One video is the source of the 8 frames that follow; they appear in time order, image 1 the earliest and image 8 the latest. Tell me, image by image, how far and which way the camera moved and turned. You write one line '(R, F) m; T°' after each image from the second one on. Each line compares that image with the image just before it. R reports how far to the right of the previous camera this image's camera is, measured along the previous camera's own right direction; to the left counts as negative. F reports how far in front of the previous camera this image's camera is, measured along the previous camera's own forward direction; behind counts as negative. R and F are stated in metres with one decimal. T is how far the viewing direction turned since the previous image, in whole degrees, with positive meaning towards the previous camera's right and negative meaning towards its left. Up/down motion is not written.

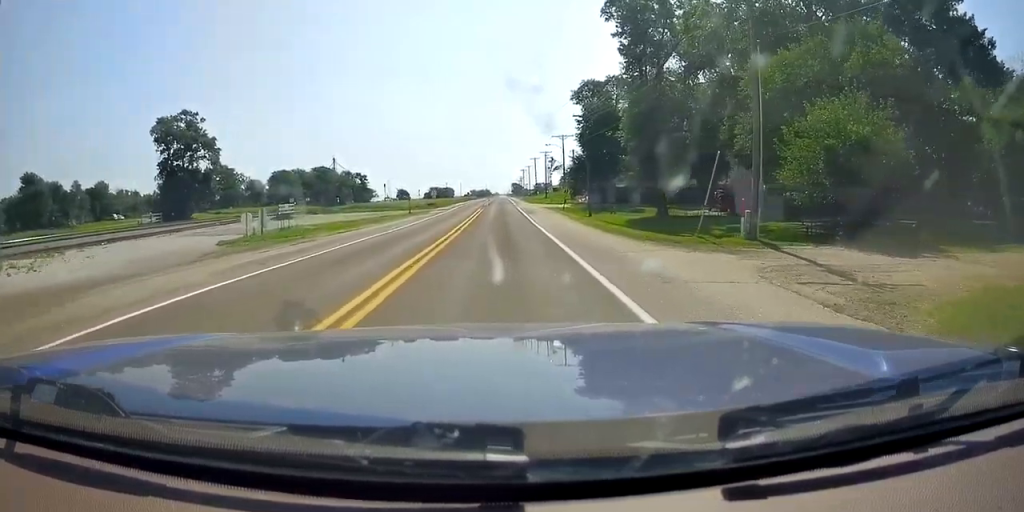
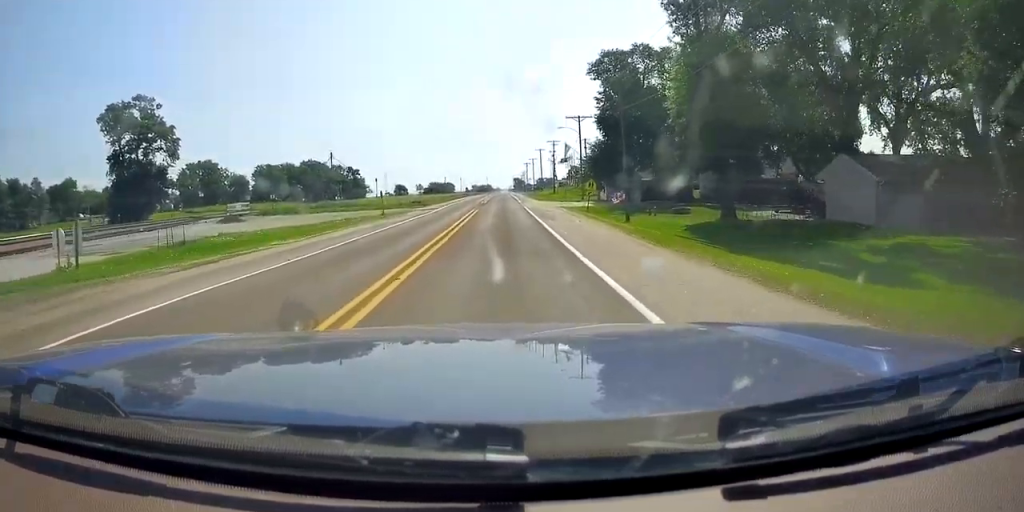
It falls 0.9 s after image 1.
(-0.4, +15.8) m; 0°
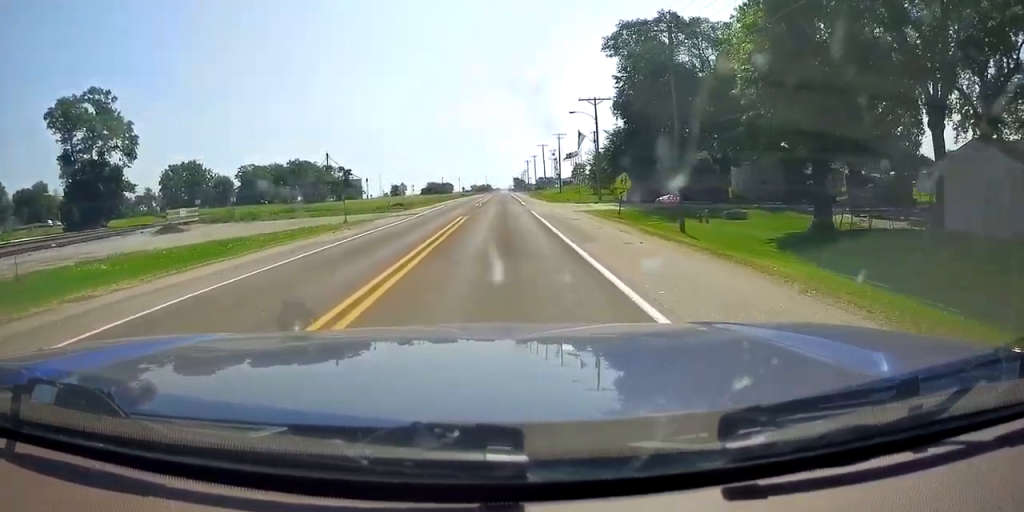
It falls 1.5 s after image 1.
(+0.3, +12.2) m; +1°
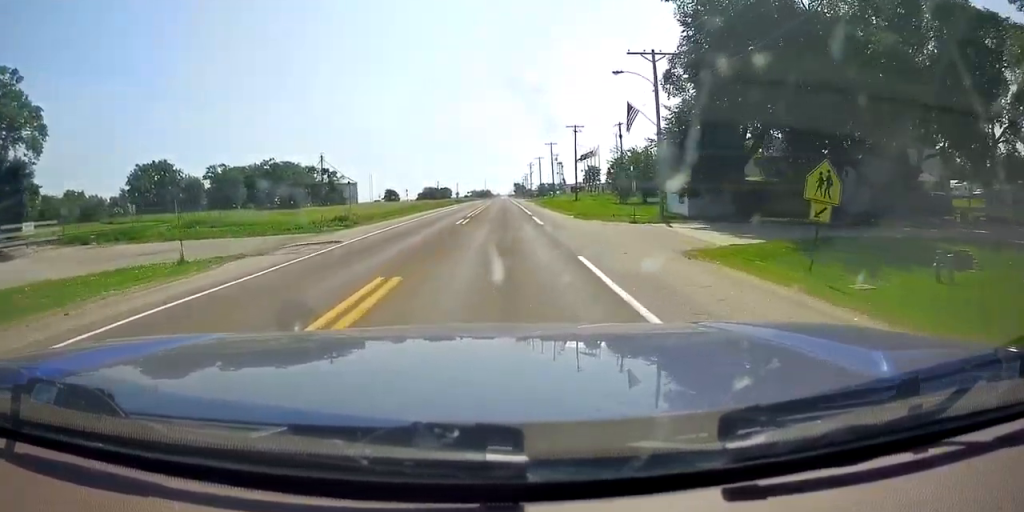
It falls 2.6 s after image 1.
(+0.2, +20.8) m; -1°
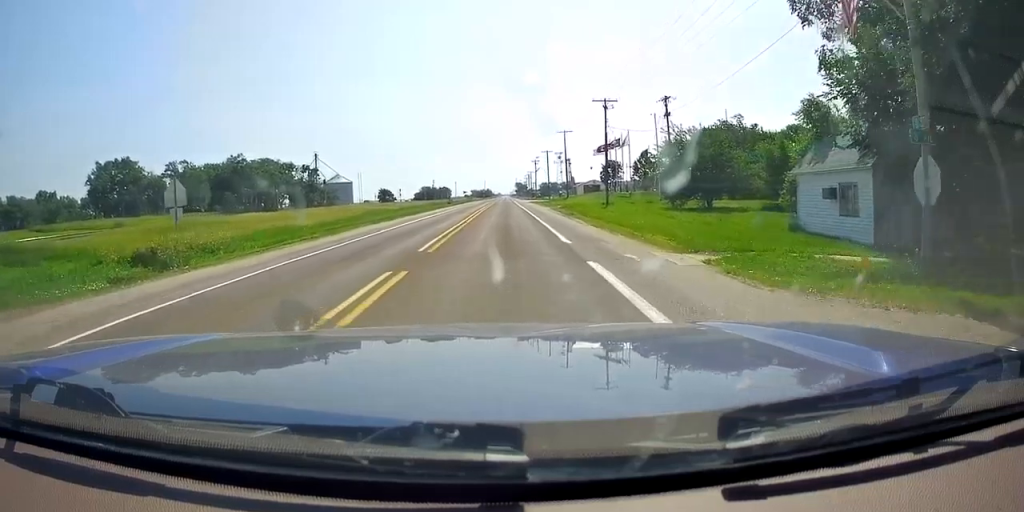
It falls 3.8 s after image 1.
(-0.6, +21.9) m; -2°
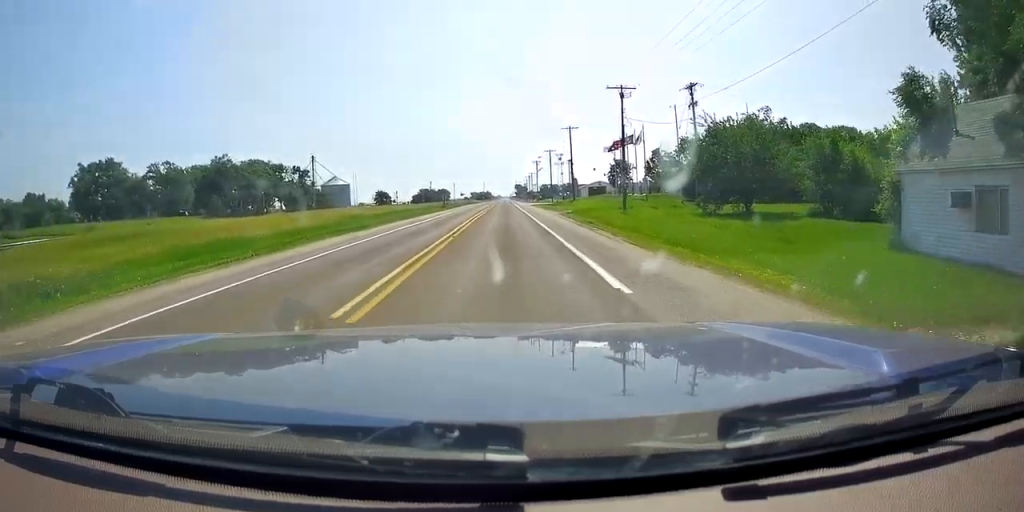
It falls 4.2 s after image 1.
(0.0, +8.1) m; +1°
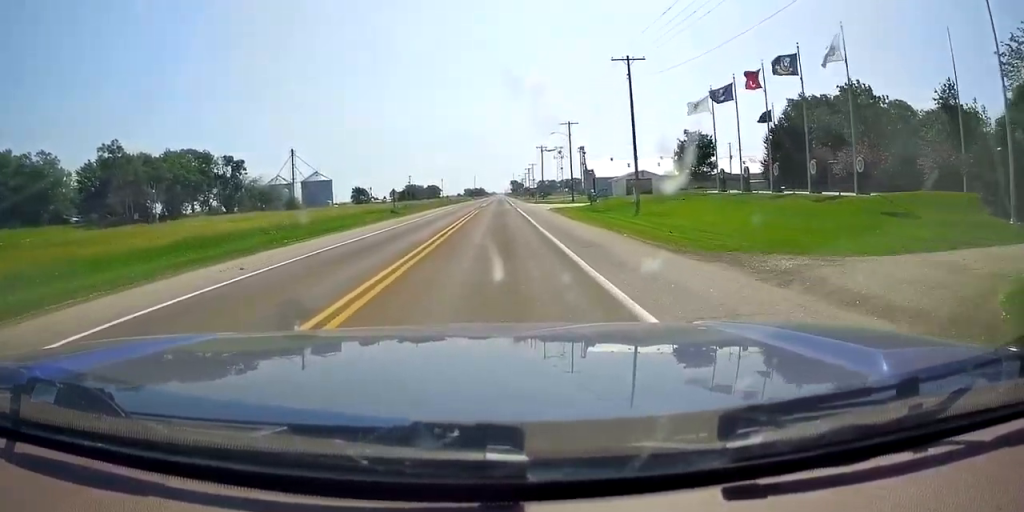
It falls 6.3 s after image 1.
(+1.3, +41.4) m; +2°
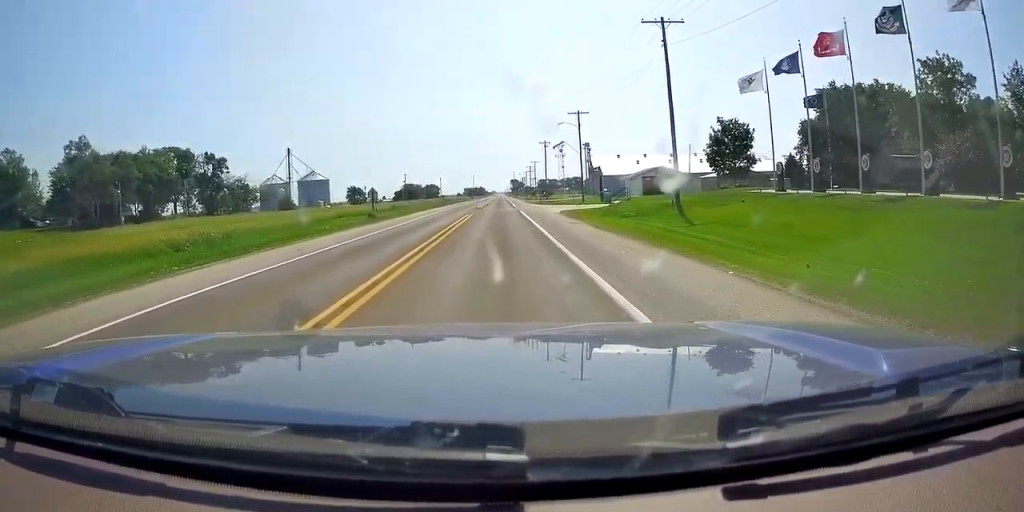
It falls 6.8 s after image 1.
(+0.1, +9.2) m; -1°
